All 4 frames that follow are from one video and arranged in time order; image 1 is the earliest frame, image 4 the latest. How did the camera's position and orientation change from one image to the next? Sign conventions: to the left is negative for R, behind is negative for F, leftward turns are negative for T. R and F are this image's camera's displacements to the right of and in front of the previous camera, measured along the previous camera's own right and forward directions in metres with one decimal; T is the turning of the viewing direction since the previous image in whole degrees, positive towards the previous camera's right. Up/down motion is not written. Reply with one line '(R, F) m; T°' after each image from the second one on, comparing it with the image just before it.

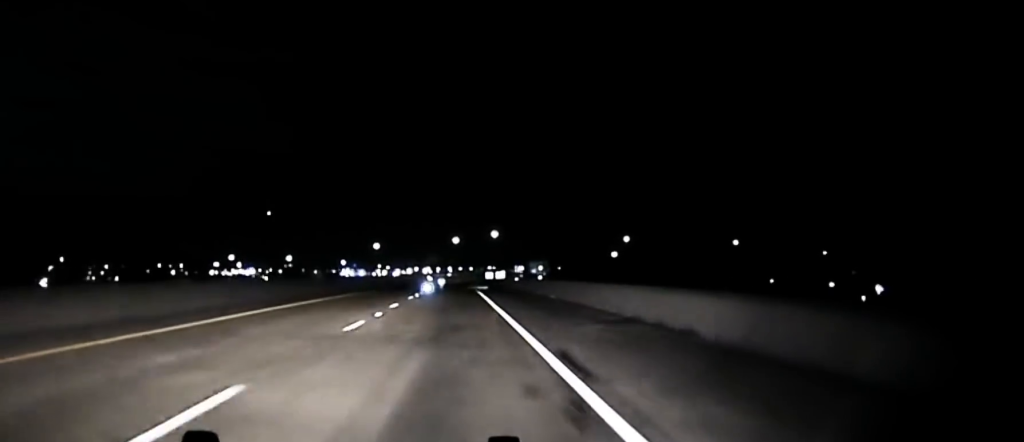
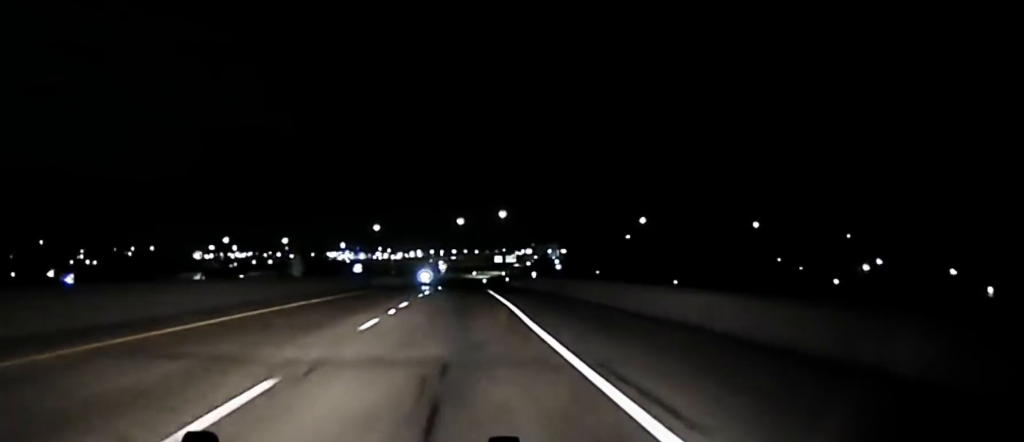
(-0.1, +69.9) m; 0°
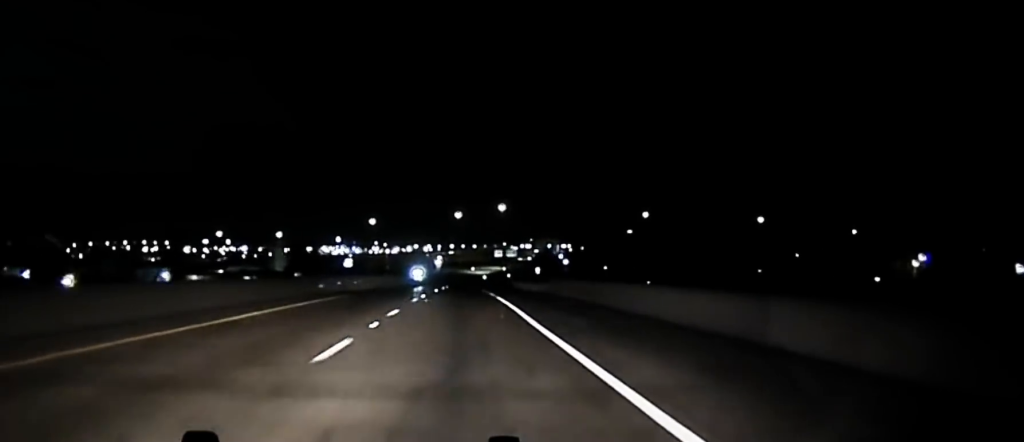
(0.0, +32.7) m; 0°
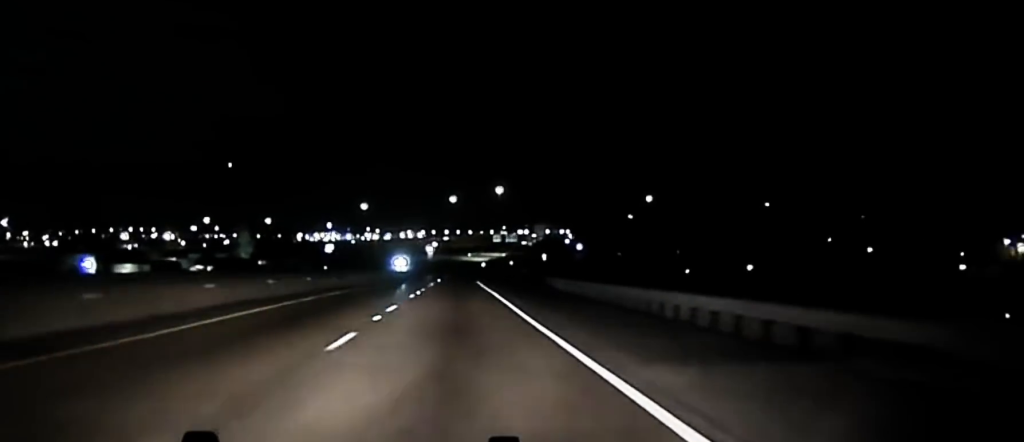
(0.0, +49.0) m; 0°
